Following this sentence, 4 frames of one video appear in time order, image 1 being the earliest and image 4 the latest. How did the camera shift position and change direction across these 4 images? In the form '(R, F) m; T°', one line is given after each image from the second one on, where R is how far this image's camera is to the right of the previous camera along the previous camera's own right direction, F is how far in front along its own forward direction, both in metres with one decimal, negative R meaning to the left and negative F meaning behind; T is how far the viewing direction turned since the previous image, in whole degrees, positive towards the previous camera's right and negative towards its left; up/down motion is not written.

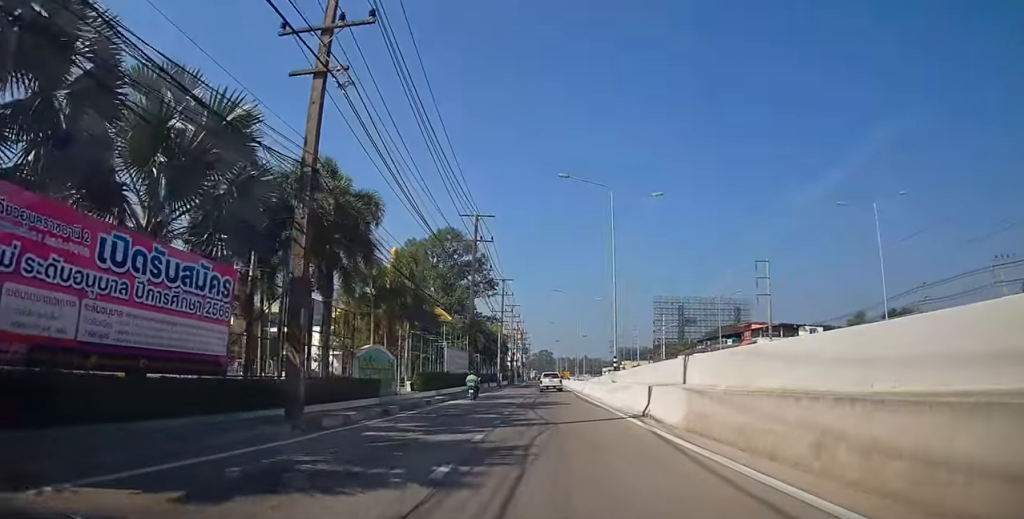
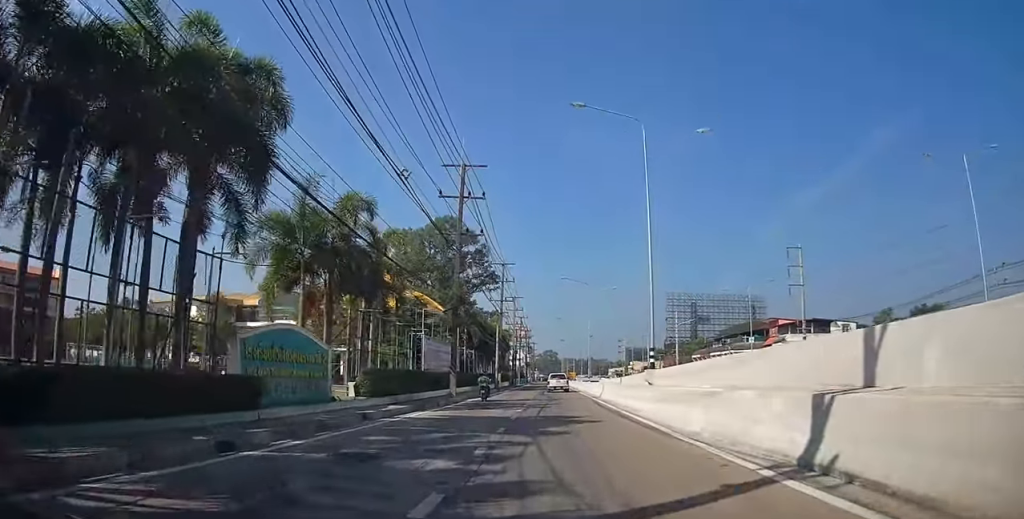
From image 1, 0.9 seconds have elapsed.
(0.0, +10.2) m; 0°
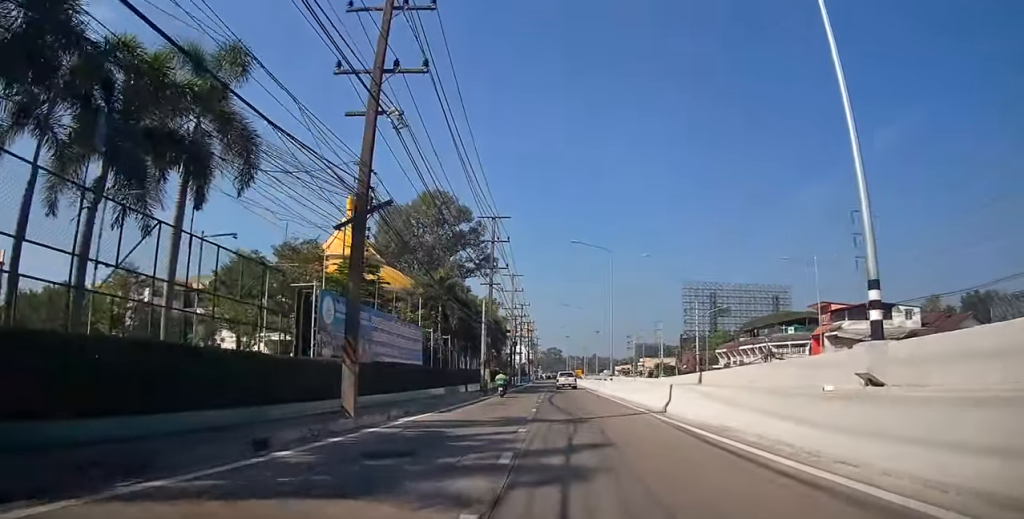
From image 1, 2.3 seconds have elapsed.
(-0.1, +16.6) m; +1°
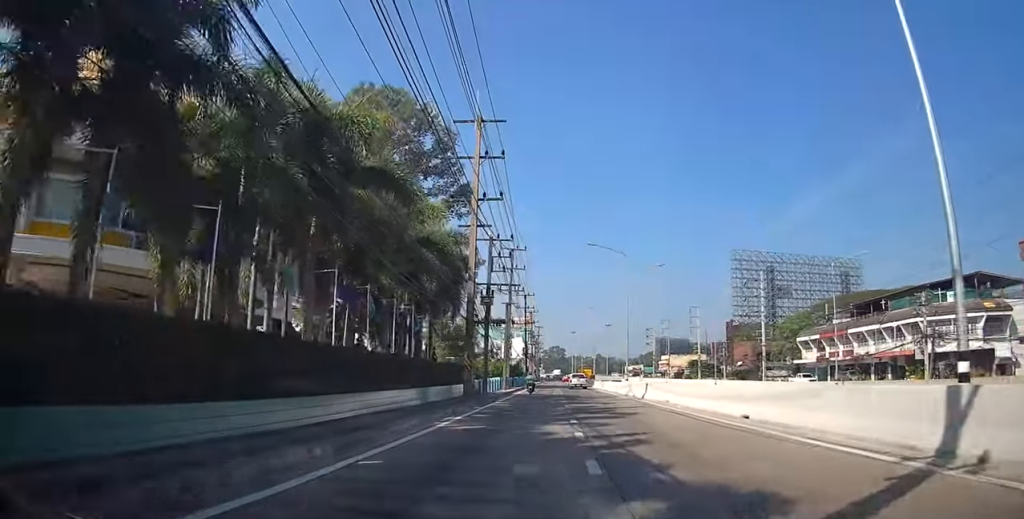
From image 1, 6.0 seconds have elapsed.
(+1.5, +40.0) m; +2°
